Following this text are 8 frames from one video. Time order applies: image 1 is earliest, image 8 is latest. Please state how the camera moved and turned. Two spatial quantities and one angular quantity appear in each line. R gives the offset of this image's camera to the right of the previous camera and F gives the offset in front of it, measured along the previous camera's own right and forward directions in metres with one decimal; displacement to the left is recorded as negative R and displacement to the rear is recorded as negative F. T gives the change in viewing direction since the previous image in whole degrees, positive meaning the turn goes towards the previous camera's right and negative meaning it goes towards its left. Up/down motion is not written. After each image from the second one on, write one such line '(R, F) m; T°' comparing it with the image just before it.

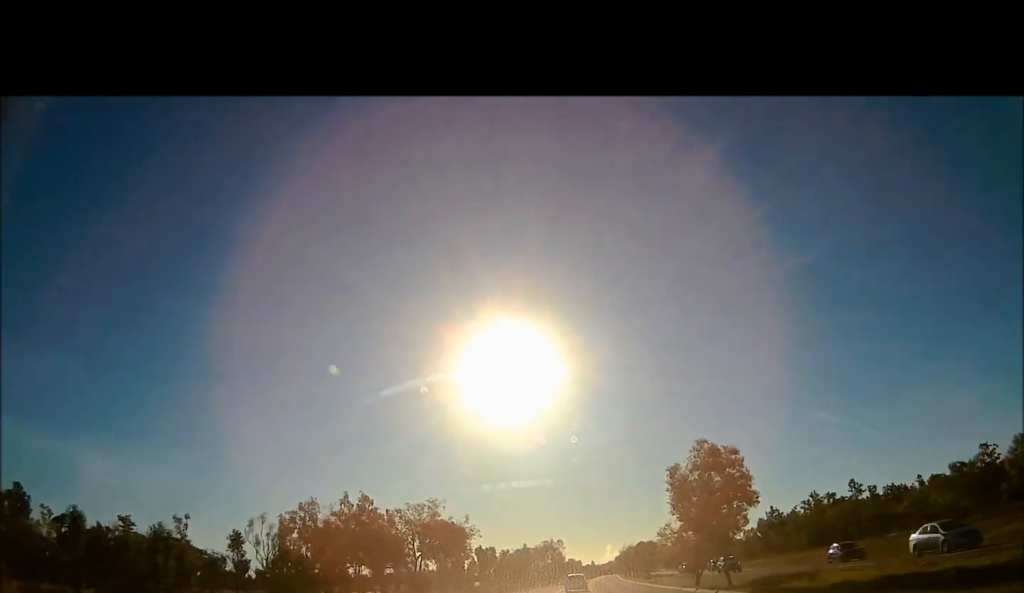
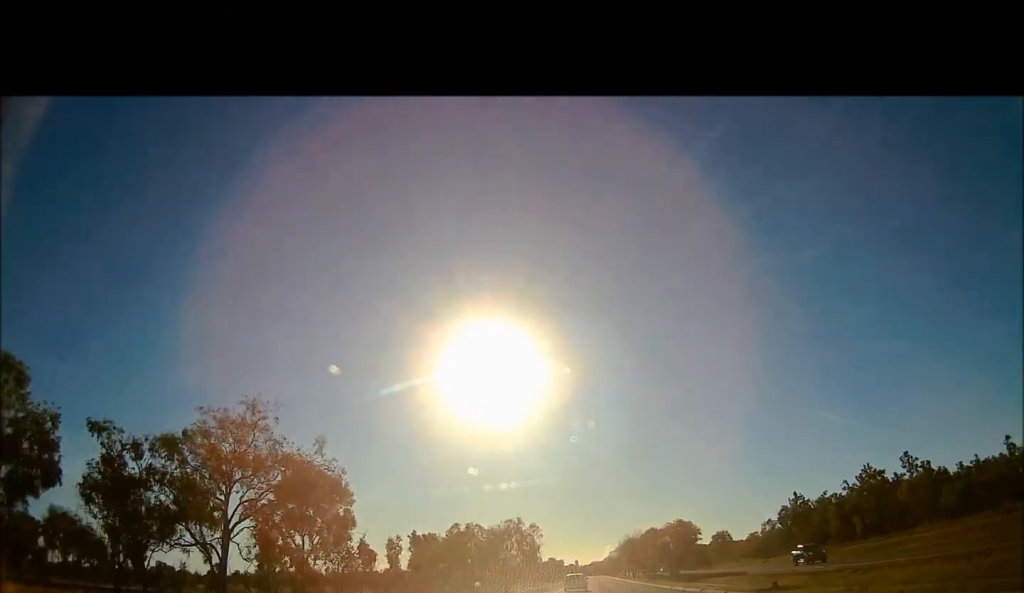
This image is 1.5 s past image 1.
(+0.5, +46.2) m; +2°
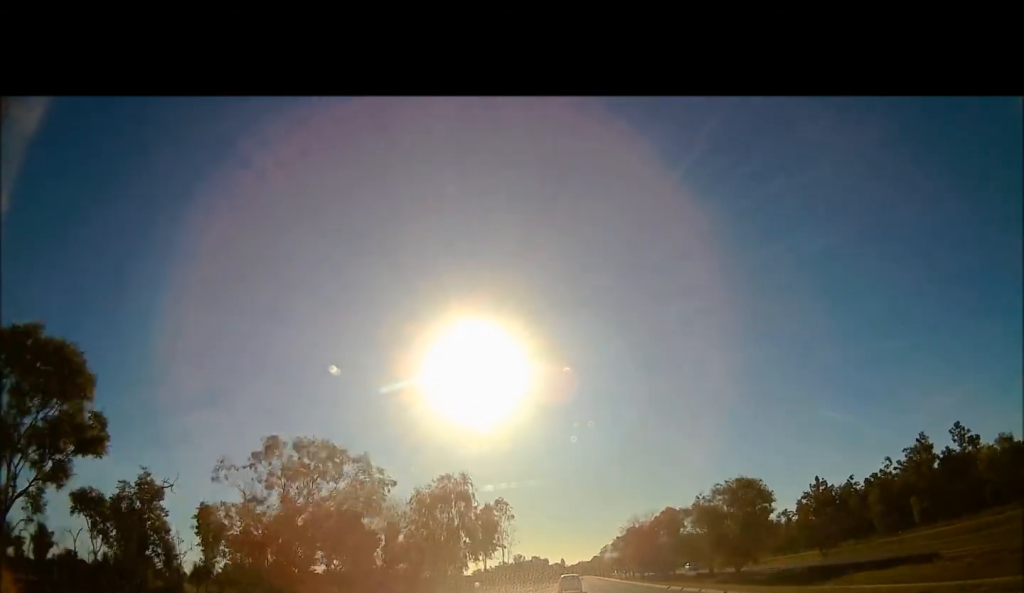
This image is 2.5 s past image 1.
(+0.7, +30.7) m; +2°
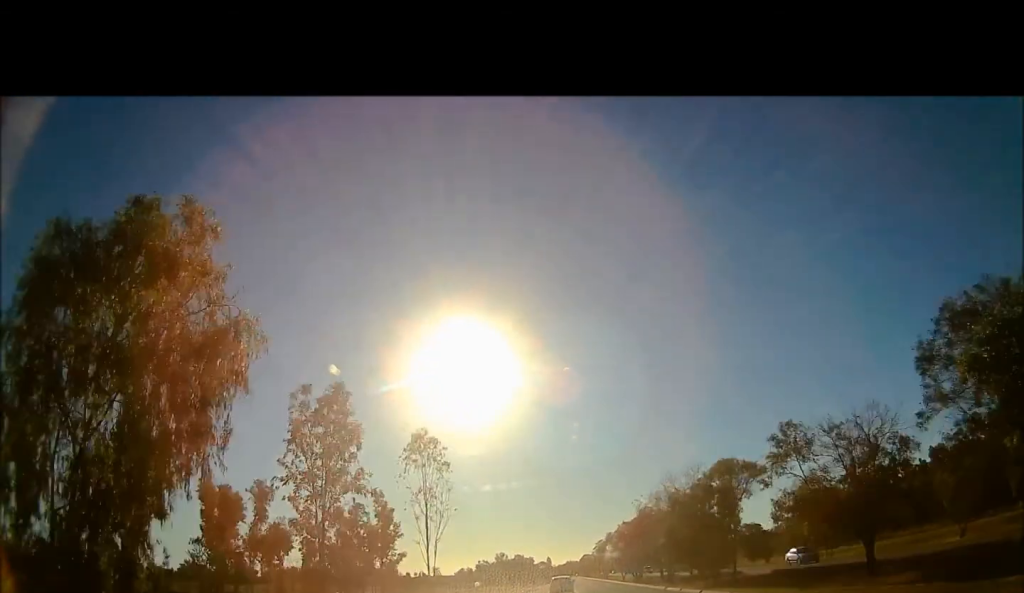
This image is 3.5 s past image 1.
(+0.2, +31.9) m; 0°
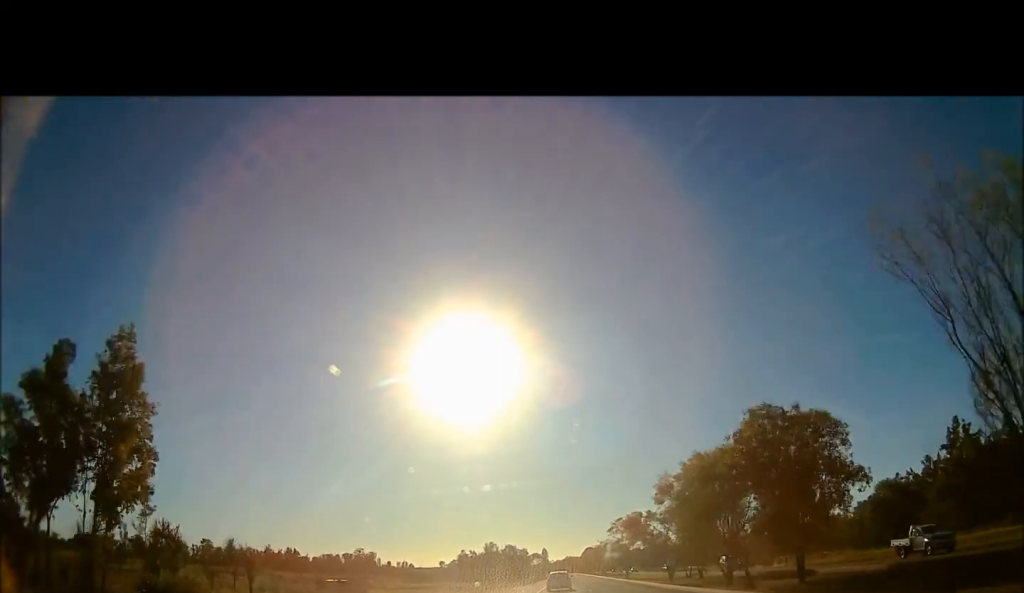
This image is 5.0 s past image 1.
(0.0, +44.4) m; +2°
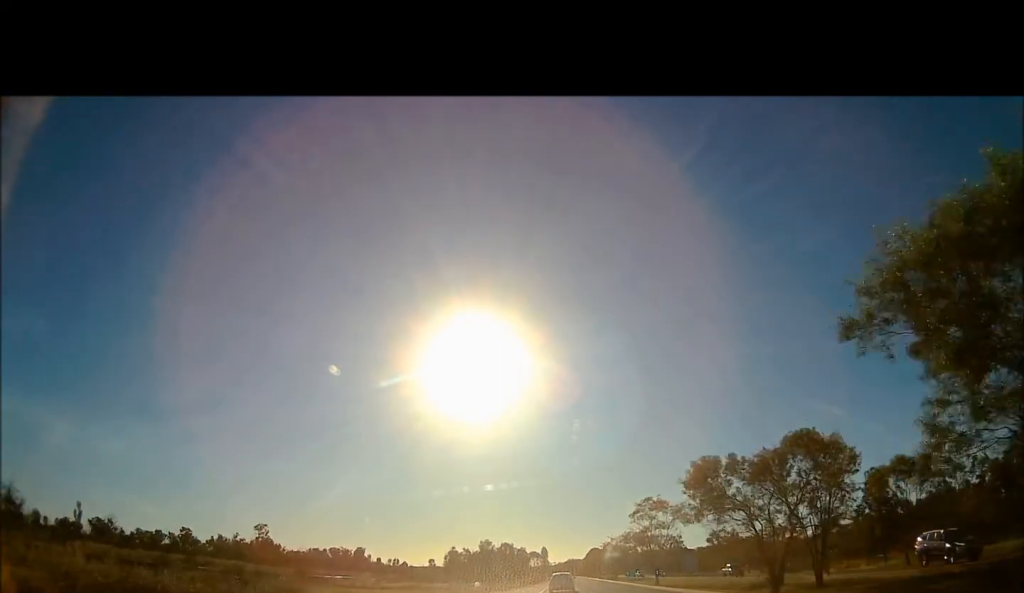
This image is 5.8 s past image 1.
(+0.6, +26.9) m; -1°
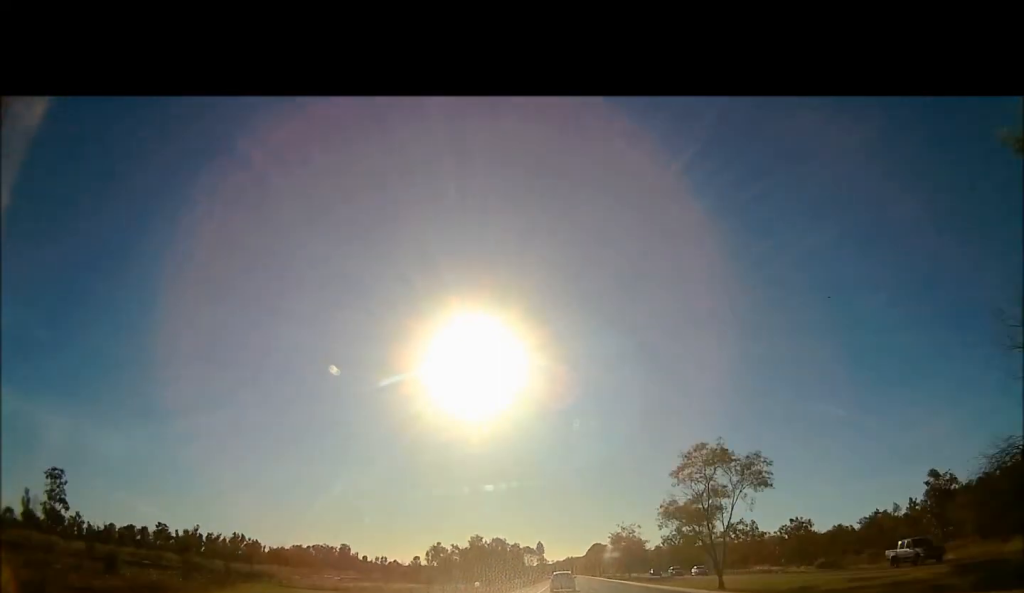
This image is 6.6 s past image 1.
(-0.3, +23.6) m; -1°
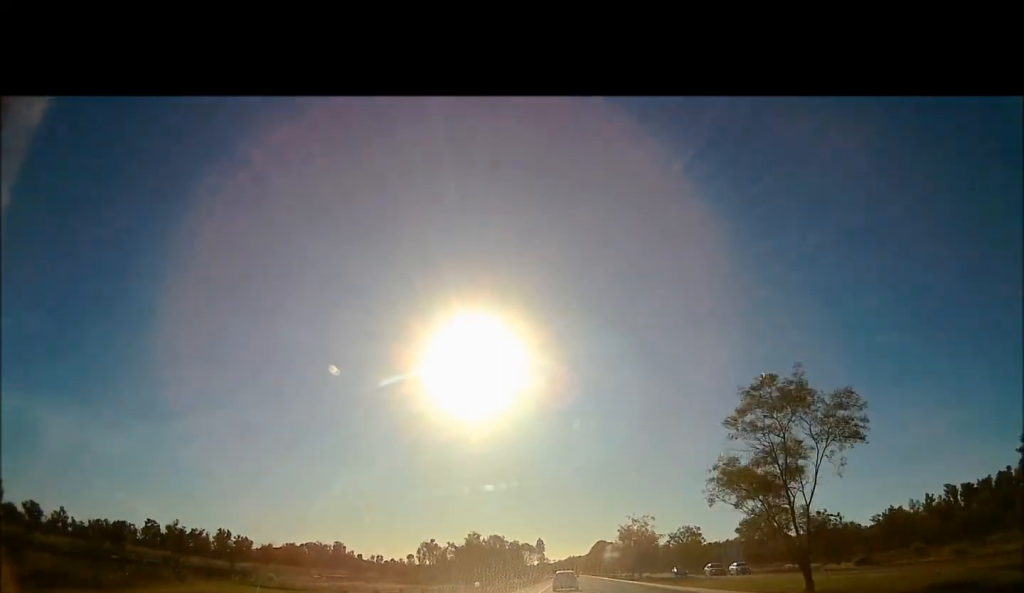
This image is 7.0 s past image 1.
(-0.8, +12.3) m; 0°
